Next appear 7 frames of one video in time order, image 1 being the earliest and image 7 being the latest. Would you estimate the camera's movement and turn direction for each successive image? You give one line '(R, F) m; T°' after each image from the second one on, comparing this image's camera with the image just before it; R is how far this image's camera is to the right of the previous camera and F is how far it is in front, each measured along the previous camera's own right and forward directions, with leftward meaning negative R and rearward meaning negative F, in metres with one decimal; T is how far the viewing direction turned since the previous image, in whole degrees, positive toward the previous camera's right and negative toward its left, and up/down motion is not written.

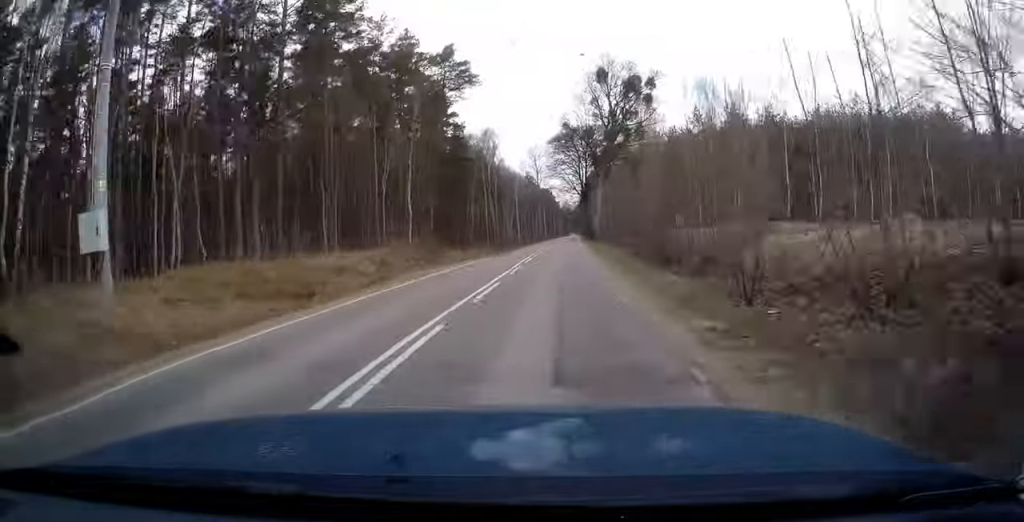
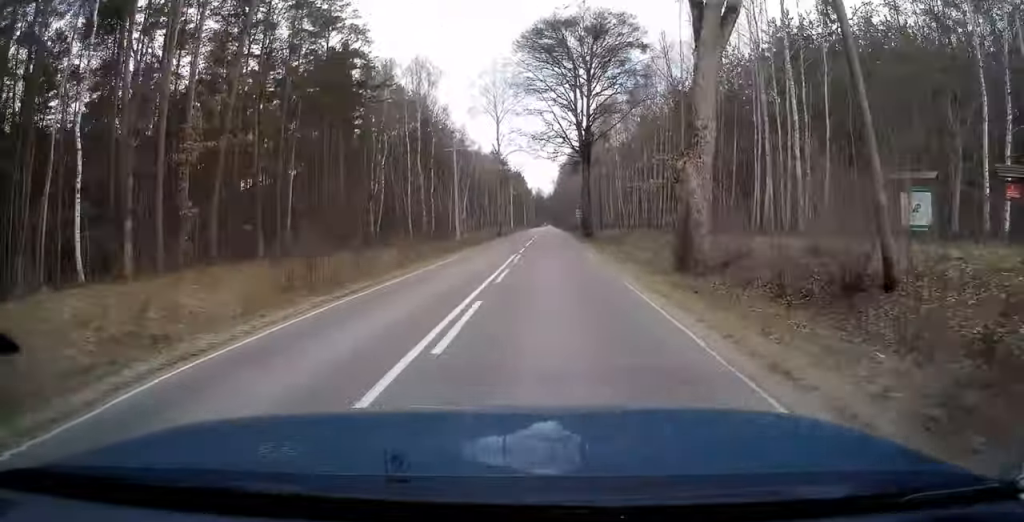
(+1.3, +46.4) m; +2°
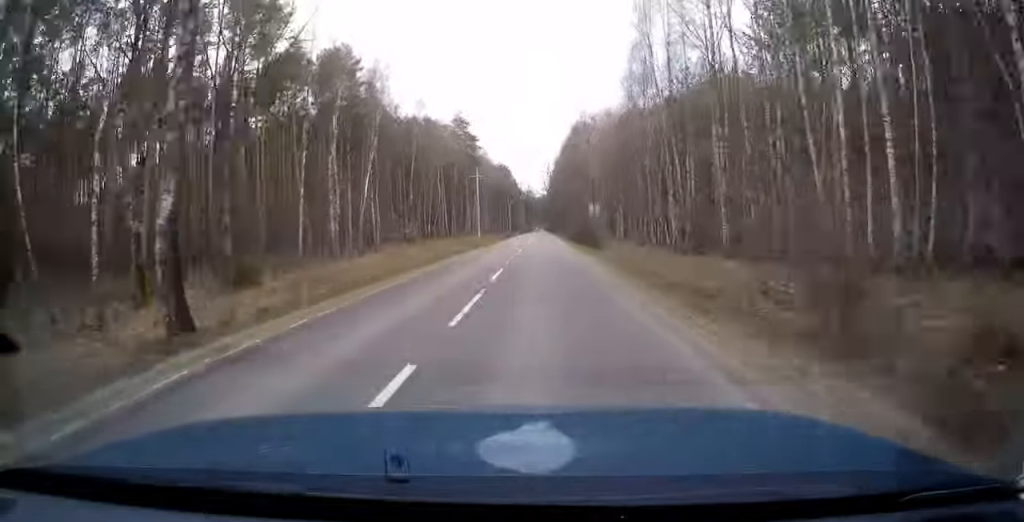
(+0.6, +65.4) m; +1°
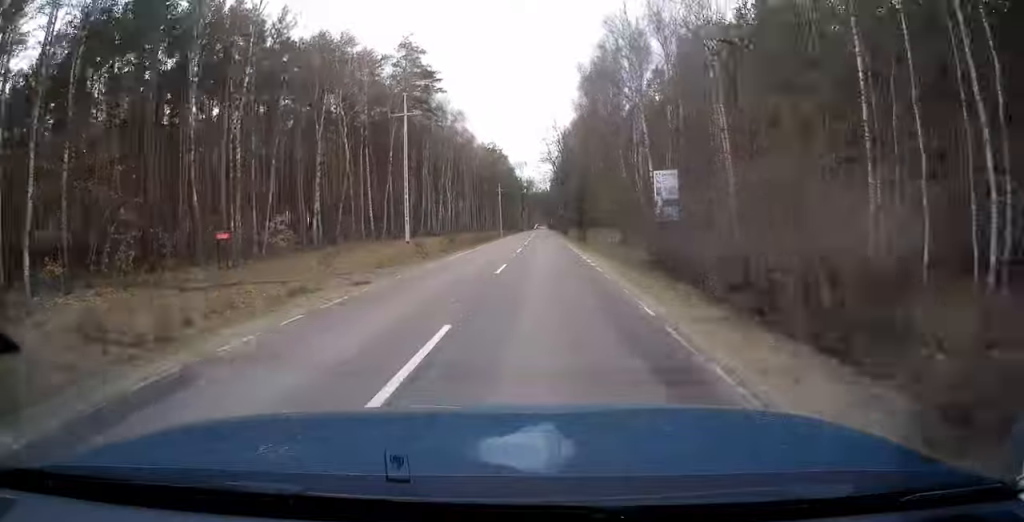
(+0.2, +49.6) m; 0°
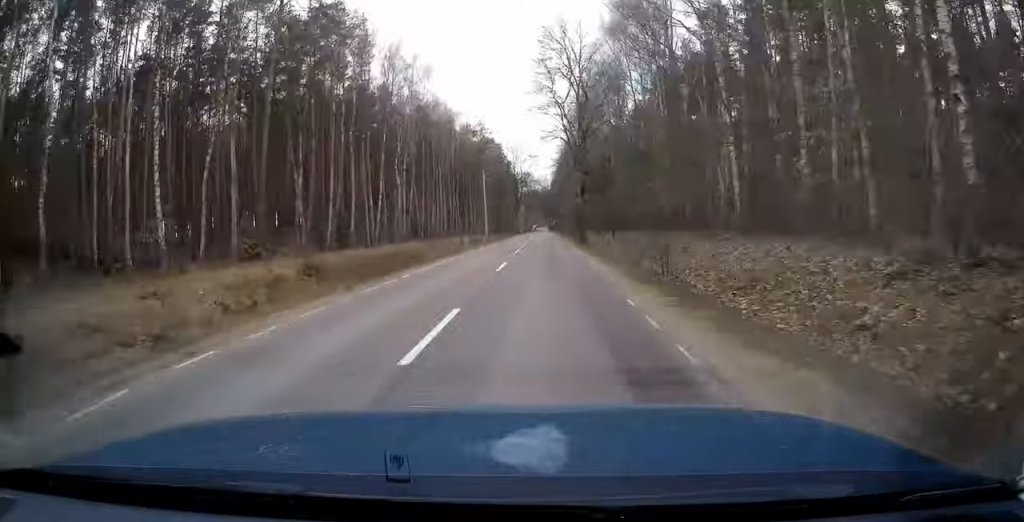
(+0.2, +35.0) m; 0°
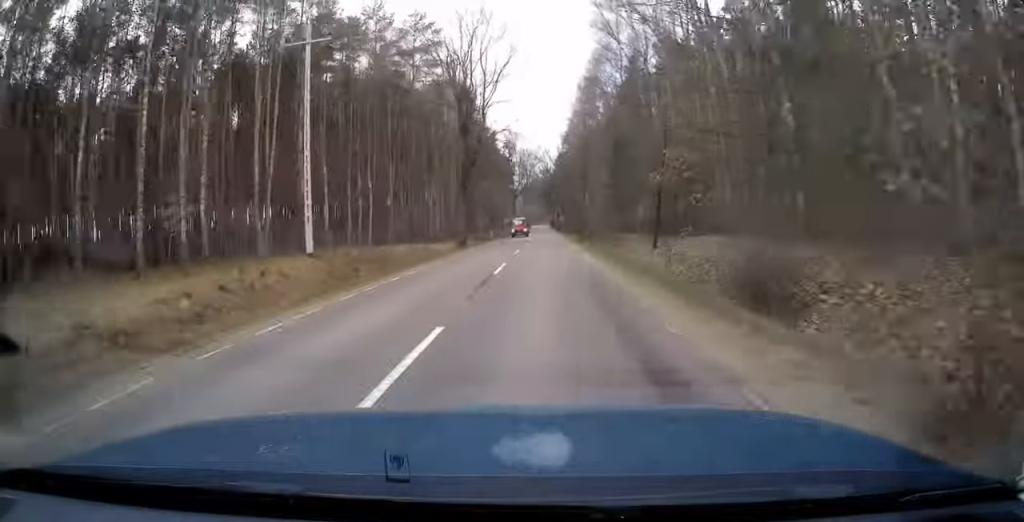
(-0.3, +76.6) m; 0°
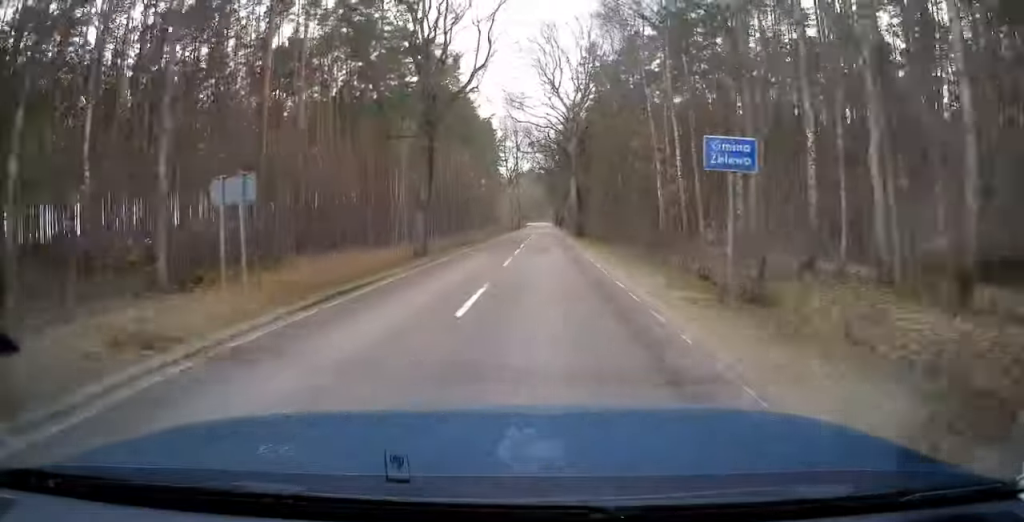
(+0.1, +81.0) m; 0°
